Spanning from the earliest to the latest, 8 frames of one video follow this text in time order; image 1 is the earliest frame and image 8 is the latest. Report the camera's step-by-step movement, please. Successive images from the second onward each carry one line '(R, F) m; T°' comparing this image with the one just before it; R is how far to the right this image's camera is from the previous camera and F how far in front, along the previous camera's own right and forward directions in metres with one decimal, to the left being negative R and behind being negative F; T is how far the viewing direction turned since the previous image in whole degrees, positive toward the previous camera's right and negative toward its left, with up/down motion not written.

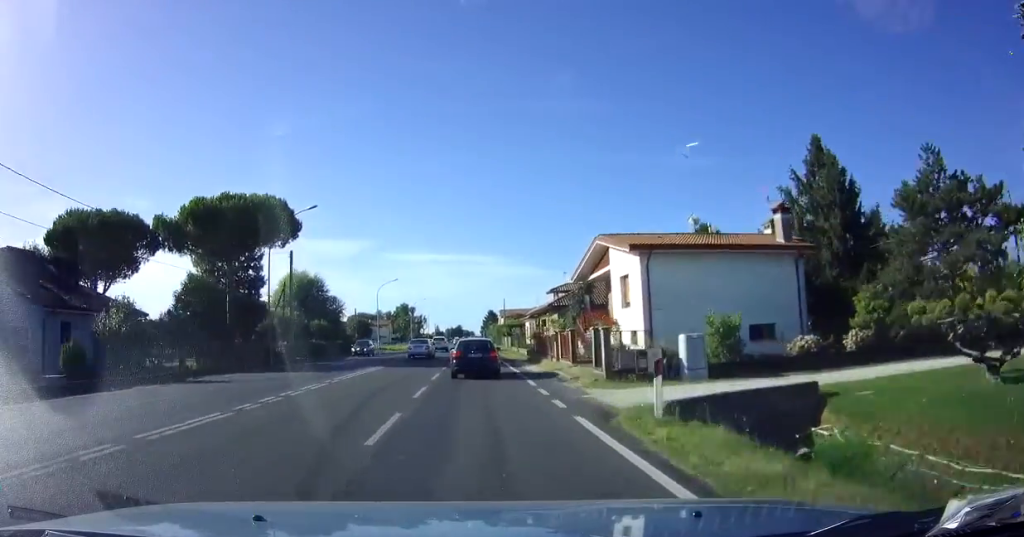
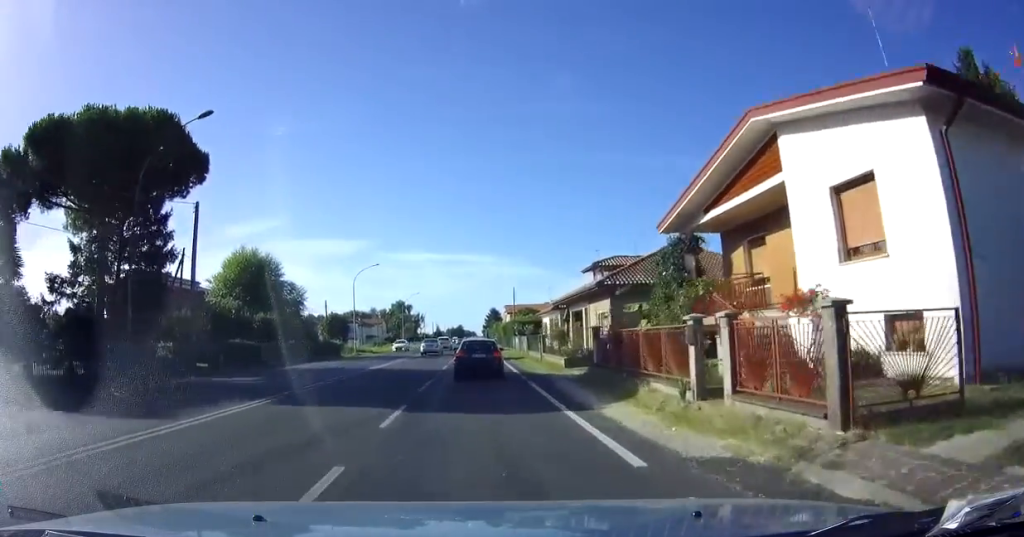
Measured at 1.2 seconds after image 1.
(-0.1, +15.8) m; 0°
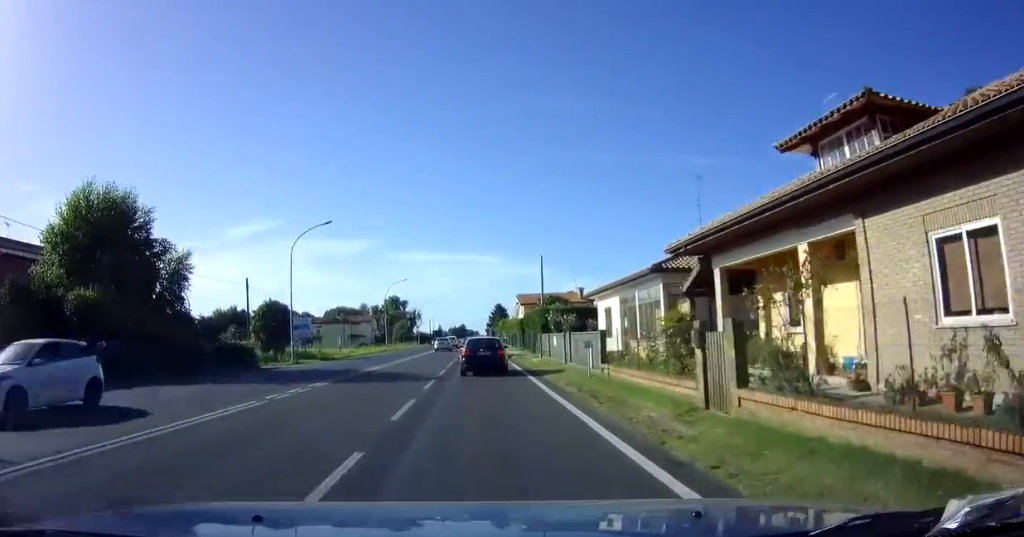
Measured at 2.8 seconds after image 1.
(0.0, +22.9) m; 0°
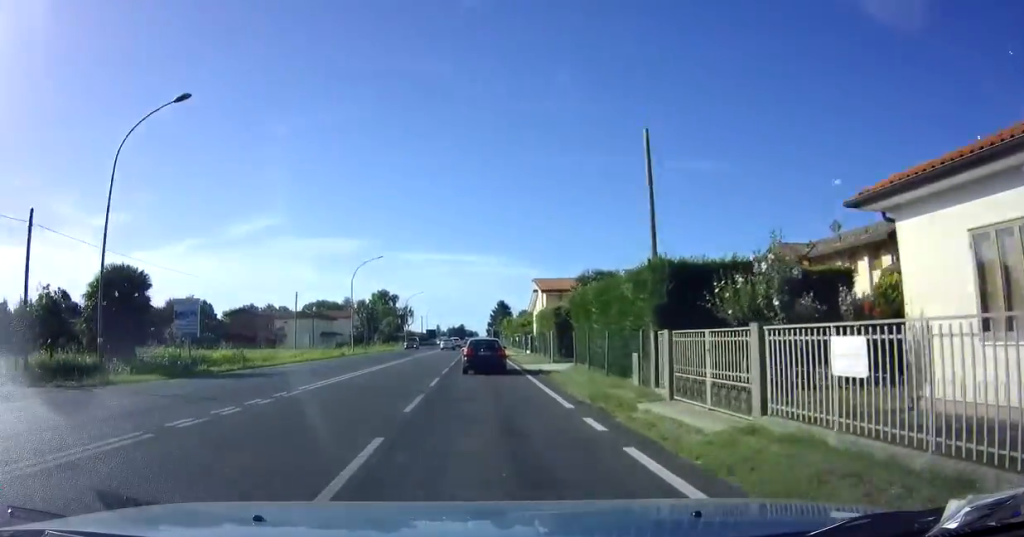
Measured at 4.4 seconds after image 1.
(0.0, +22.1) m; 0°
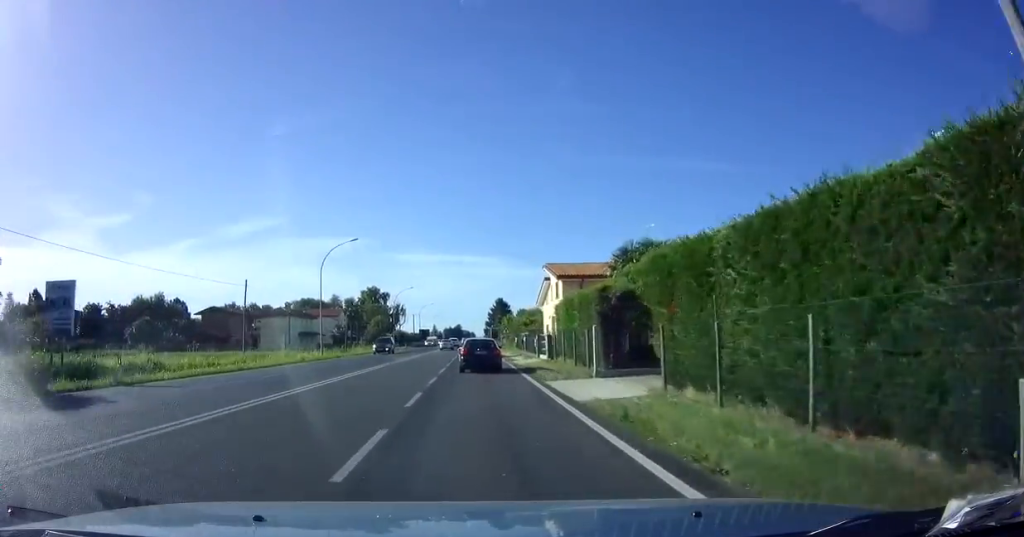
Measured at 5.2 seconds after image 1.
(-0.1, +10.9) m; 0°
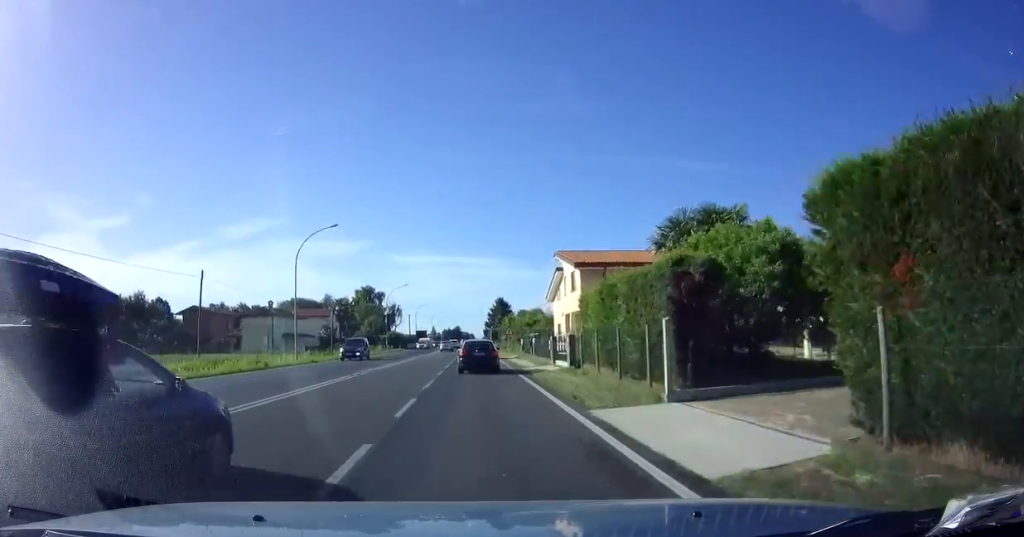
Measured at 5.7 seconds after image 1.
(0.0, +7.2) m; 0°
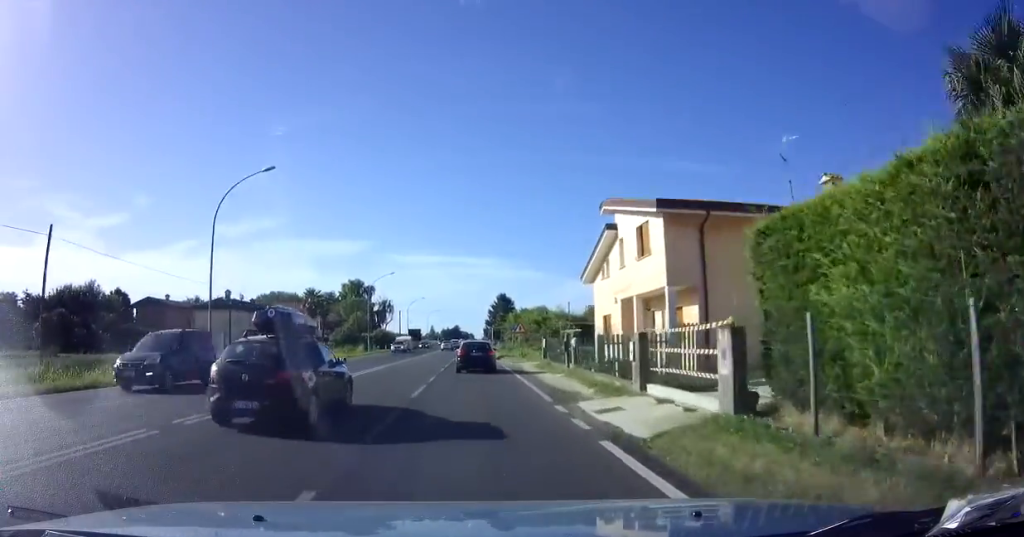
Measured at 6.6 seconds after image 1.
(+0.1, +13.8) m; 0°
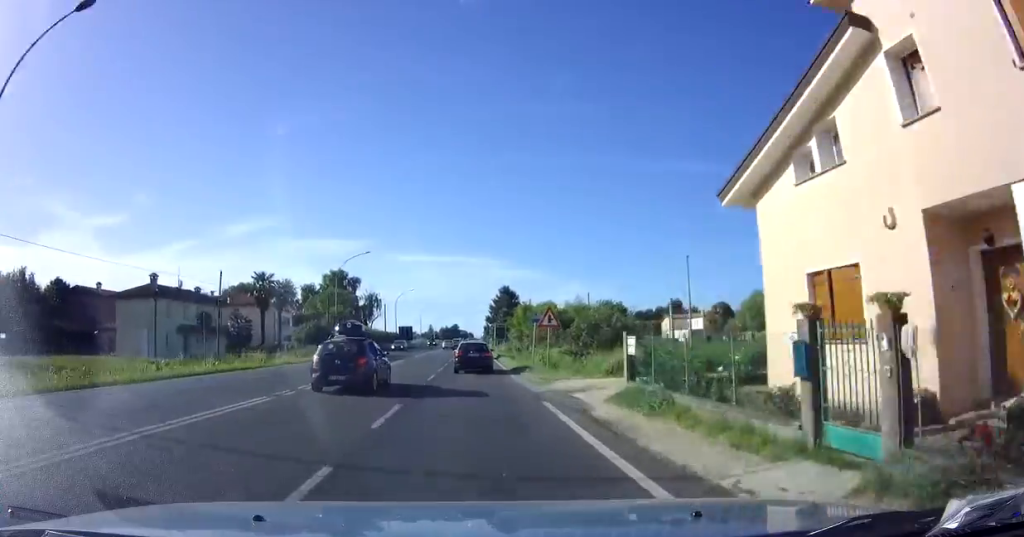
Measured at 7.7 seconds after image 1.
(-0.1, +16.0) m; 0°
